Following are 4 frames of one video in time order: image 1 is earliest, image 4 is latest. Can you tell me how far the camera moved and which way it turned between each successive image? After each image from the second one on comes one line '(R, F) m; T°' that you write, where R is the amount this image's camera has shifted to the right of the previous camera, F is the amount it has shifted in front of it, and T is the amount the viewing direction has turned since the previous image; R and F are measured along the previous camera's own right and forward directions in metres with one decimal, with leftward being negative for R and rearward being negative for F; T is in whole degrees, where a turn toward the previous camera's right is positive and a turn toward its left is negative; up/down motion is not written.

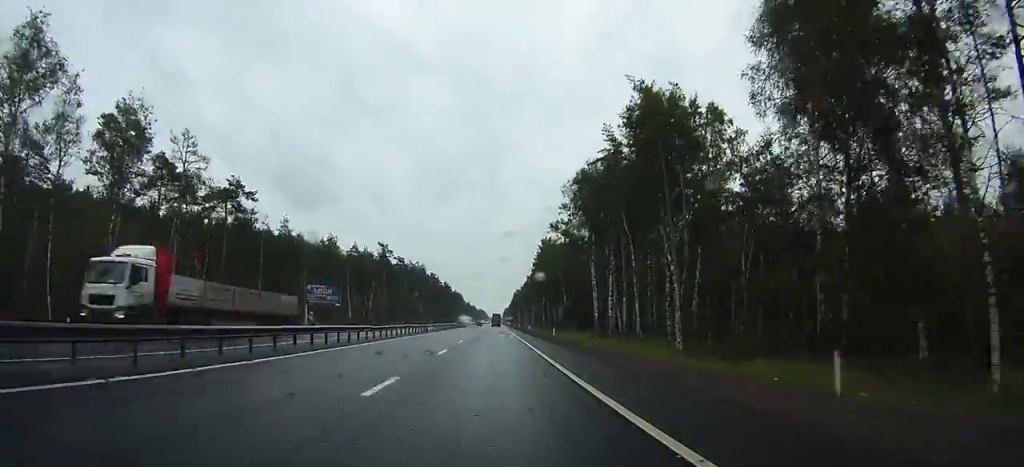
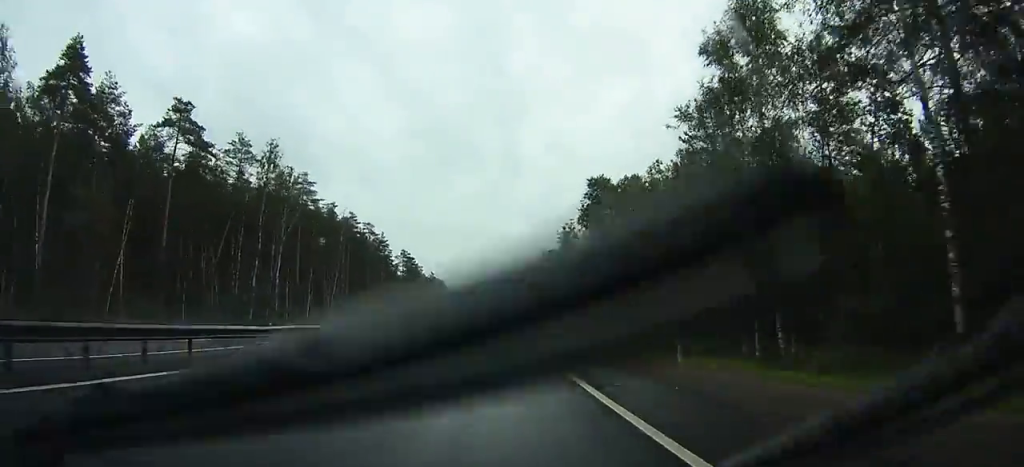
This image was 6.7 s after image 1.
(-0.3, +142.5) m; 0°
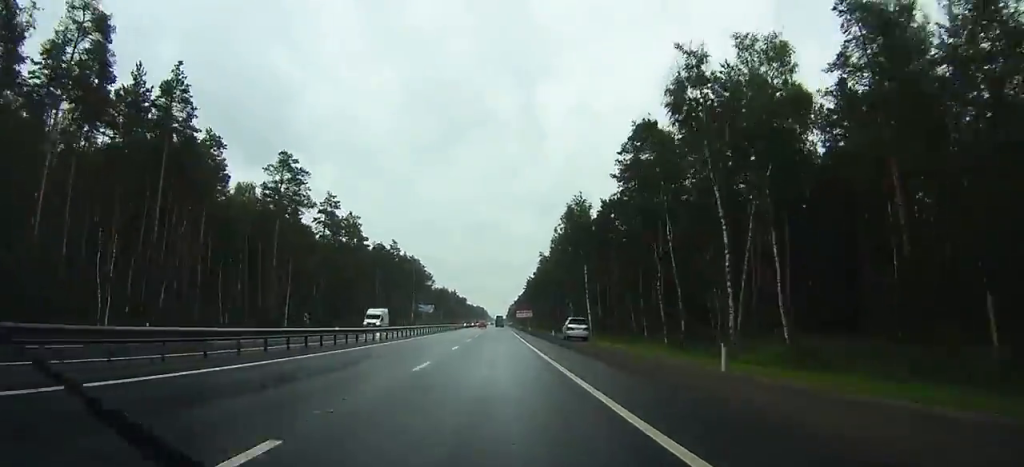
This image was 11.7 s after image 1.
(0.0, +105.7) m; 0°
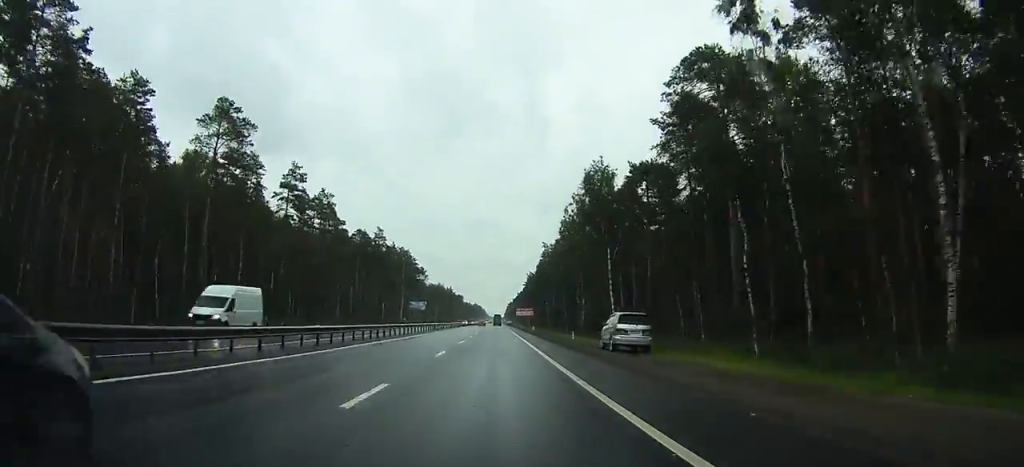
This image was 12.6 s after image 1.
(-0.1, +18.6) m; 0°
